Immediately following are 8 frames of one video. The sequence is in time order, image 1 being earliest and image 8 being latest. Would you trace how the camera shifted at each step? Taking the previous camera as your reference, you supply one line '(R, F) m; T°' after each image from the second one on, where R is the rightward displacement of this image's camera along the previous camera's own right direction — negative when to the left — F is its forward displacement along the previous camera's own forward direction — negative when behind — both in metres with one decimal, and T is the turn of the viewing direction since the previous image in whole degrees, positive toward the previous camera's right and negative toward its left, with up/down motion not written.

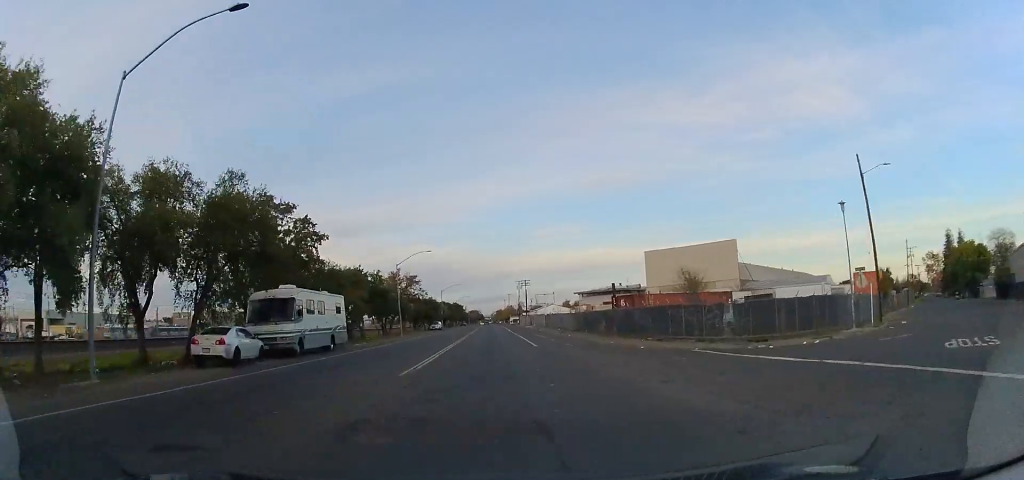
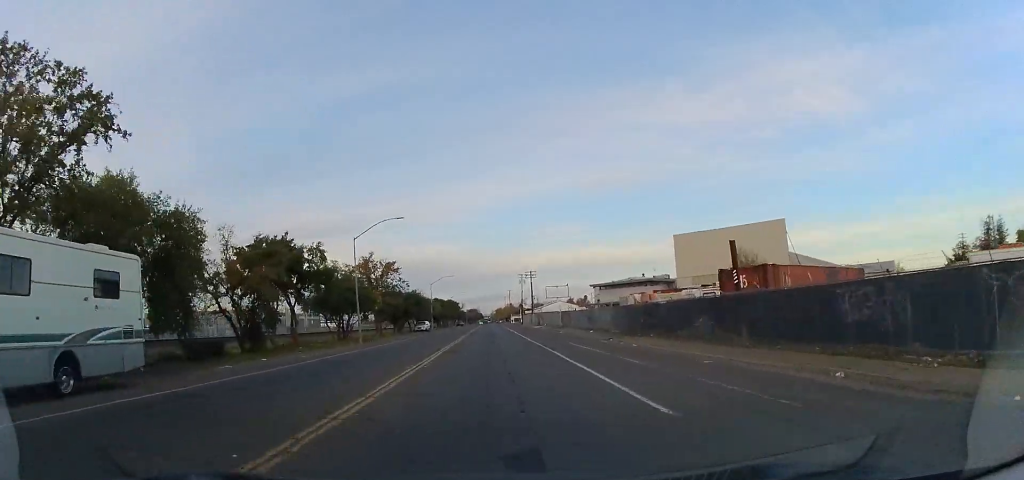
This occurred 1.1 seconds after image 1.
(-0.4, +20.5) m; -3°
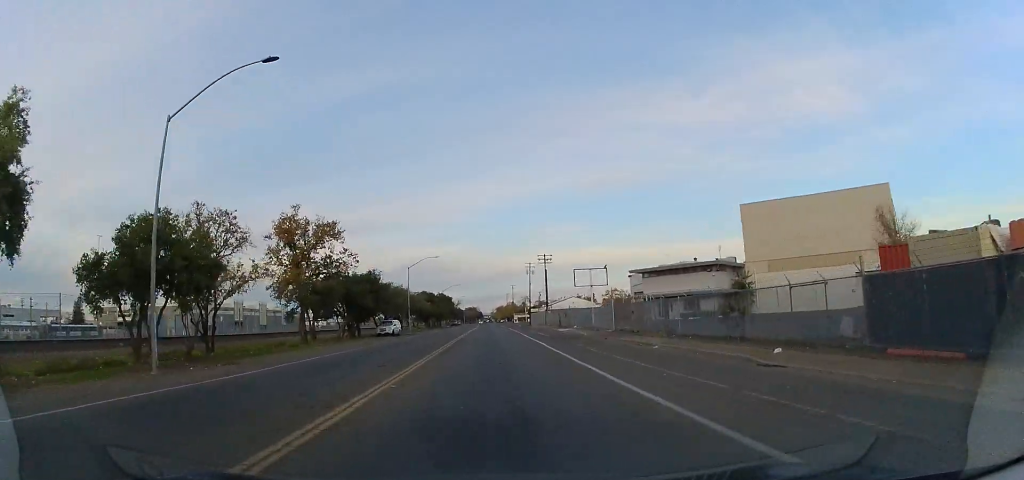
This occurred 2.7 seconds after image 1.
(-1.1, +28.0) m; -3°
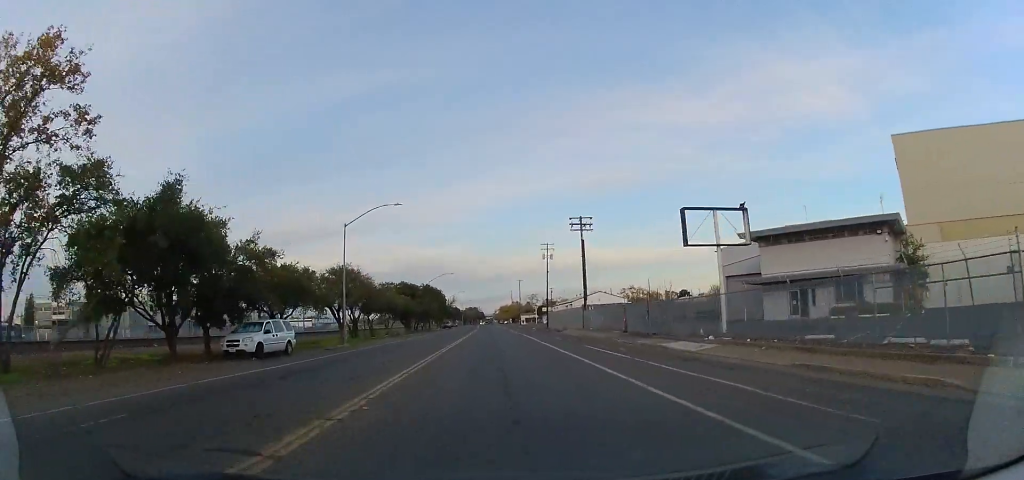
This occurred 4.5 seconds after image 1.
(-0.4, +32.6) m; 0°
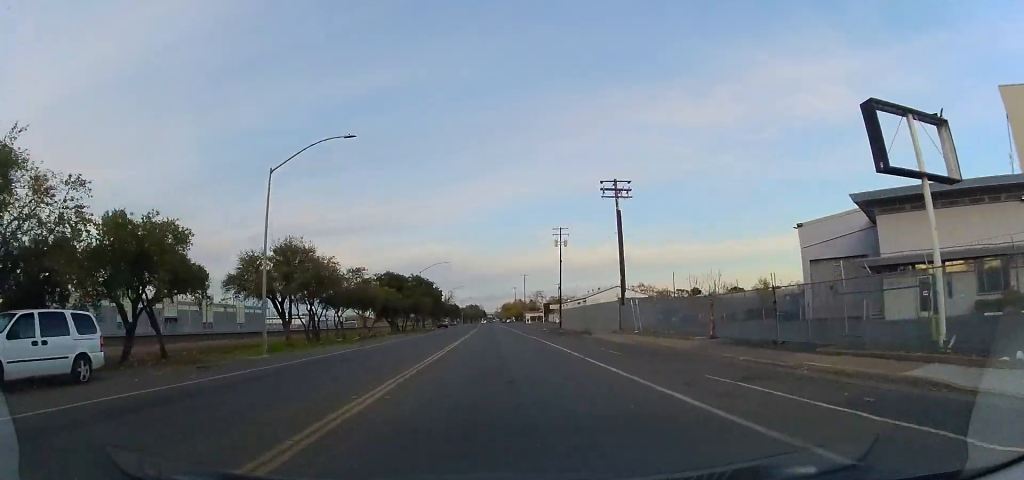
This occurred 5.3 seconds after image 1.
(+0.2, +14.5) m; +1°
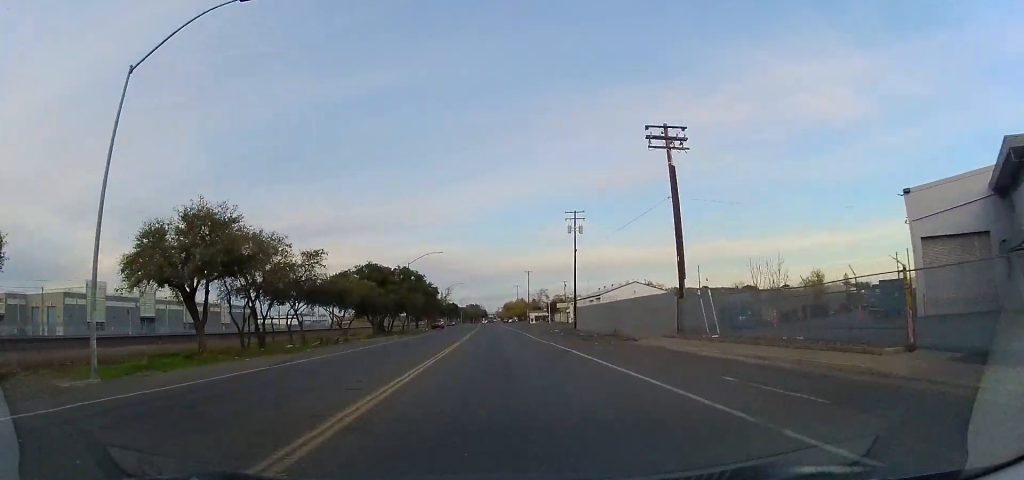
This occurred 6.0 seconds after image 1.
(0.0, +12.0) m; 0°
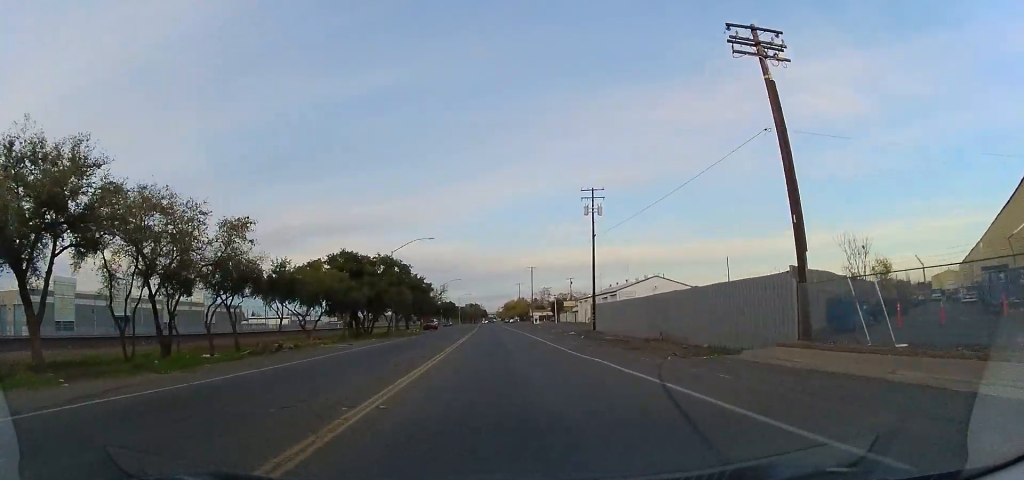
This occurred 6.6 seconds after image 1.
(0.0, +11.4) m; 0°
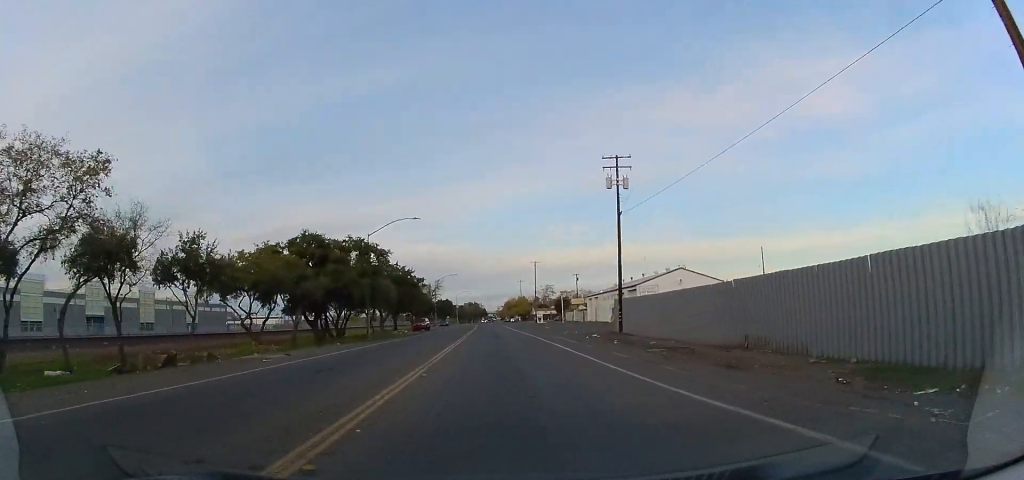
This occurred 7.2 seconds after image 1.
(0.0, +10.8) m; 0°
